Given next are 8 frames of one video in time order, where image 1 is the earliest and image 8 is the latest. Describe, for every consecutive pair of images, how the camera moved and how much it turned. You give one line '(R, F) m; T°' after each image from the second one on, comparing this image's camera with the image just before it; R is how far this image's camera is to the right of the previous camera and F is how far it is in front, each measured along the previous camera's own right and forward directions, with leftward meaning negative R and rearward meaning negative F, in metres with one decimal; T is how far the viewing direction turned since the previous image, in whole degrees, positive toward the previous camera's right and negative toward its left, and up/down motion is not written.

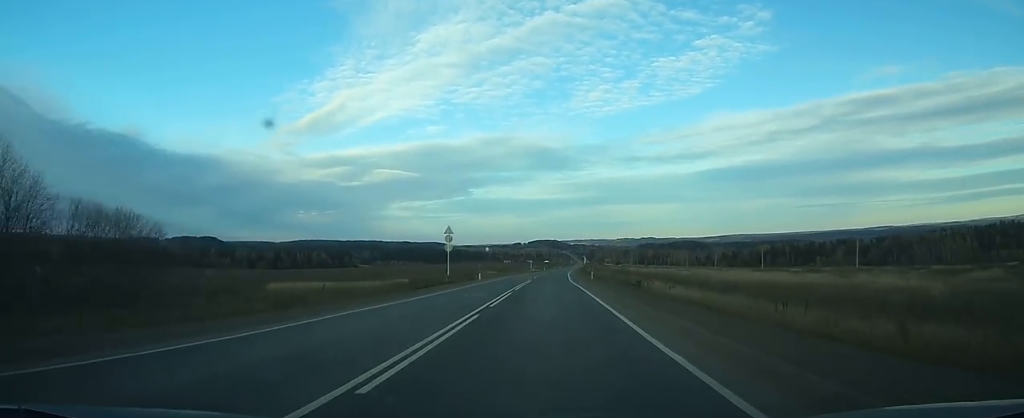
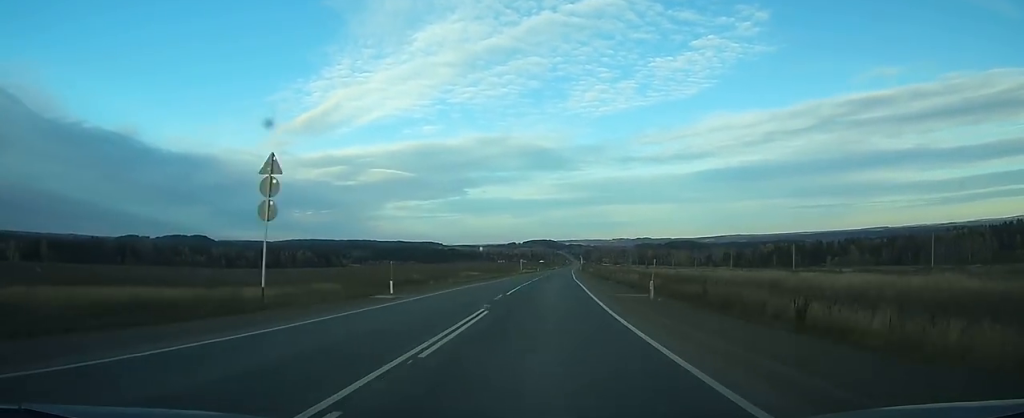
(+0.1, +32.8) m; 0°
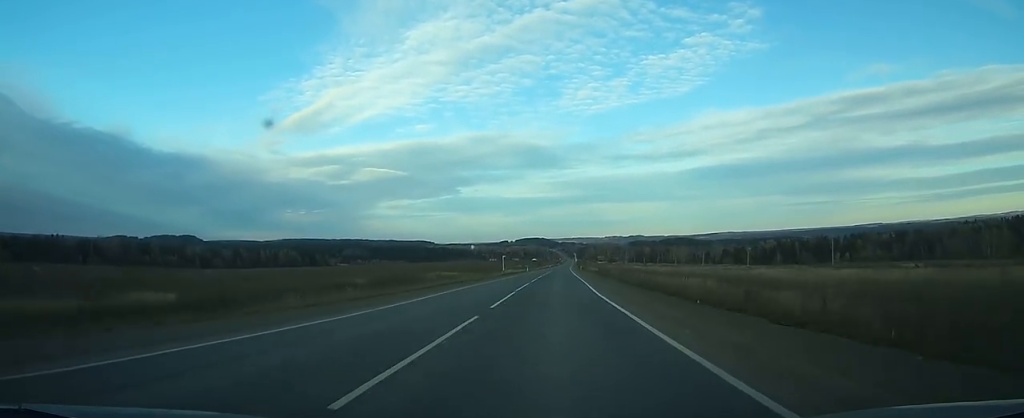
(0.0, +31.5) m; 0°
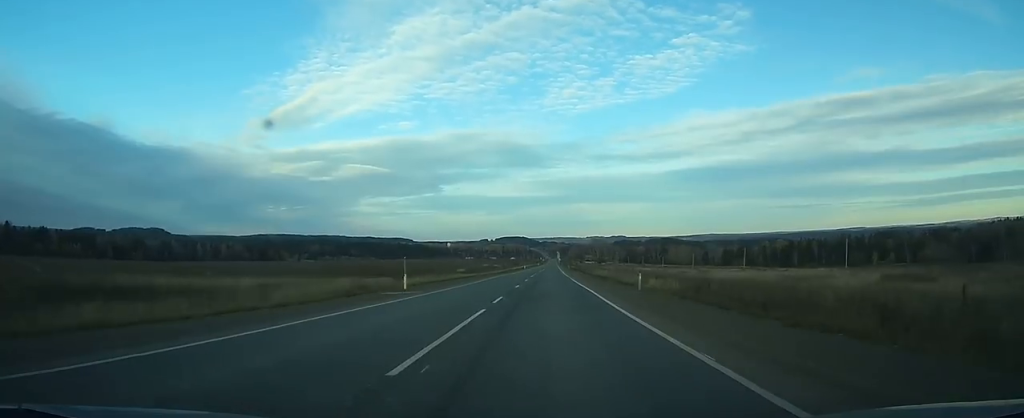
(+1.7, +94.0) m; +2°
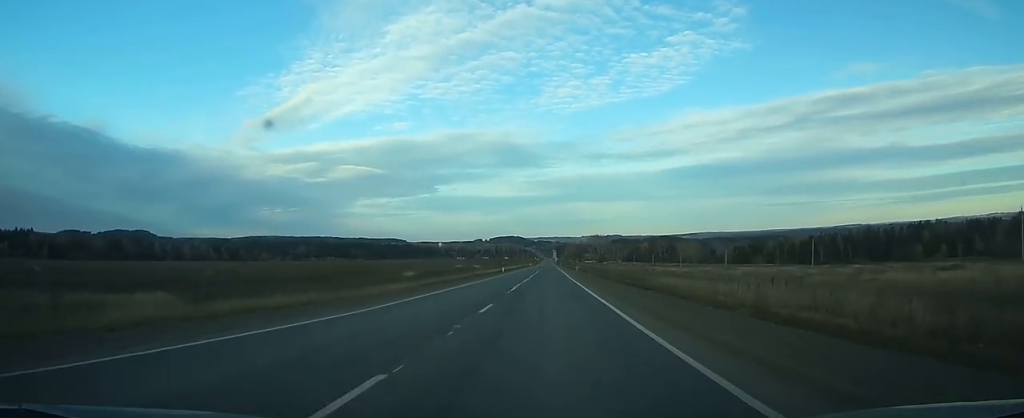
(+0.2, +62.8) m; 0°
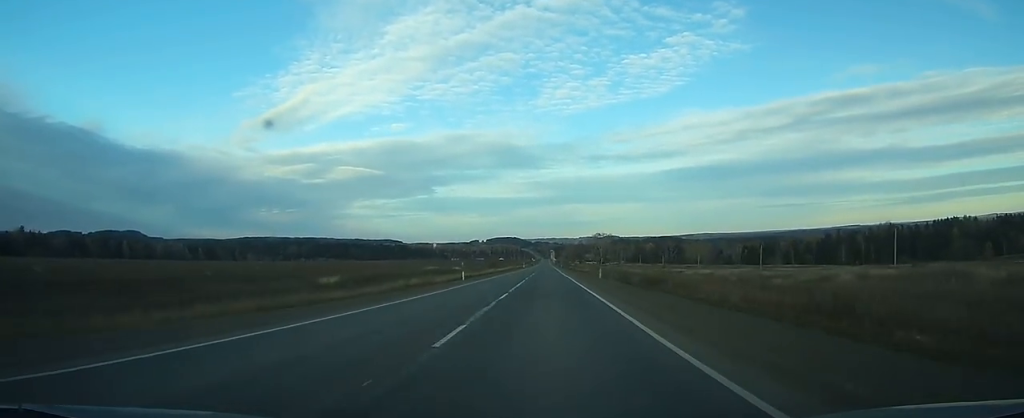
(+0.2, +42.9) m; 0°
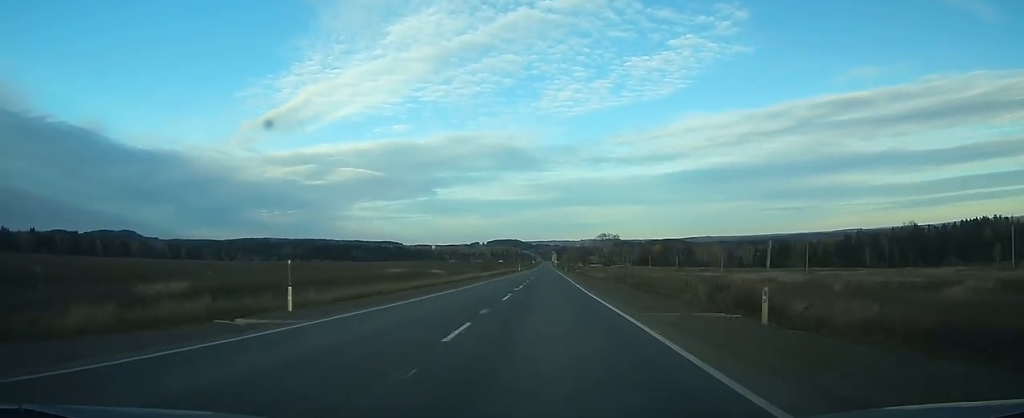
(+0.1, +35.6) m; 0°
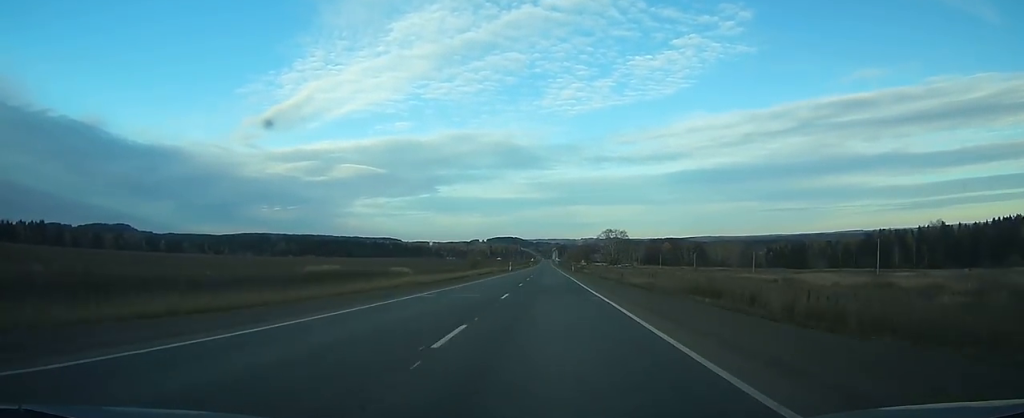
(0.0, +37.5) m; 0°
